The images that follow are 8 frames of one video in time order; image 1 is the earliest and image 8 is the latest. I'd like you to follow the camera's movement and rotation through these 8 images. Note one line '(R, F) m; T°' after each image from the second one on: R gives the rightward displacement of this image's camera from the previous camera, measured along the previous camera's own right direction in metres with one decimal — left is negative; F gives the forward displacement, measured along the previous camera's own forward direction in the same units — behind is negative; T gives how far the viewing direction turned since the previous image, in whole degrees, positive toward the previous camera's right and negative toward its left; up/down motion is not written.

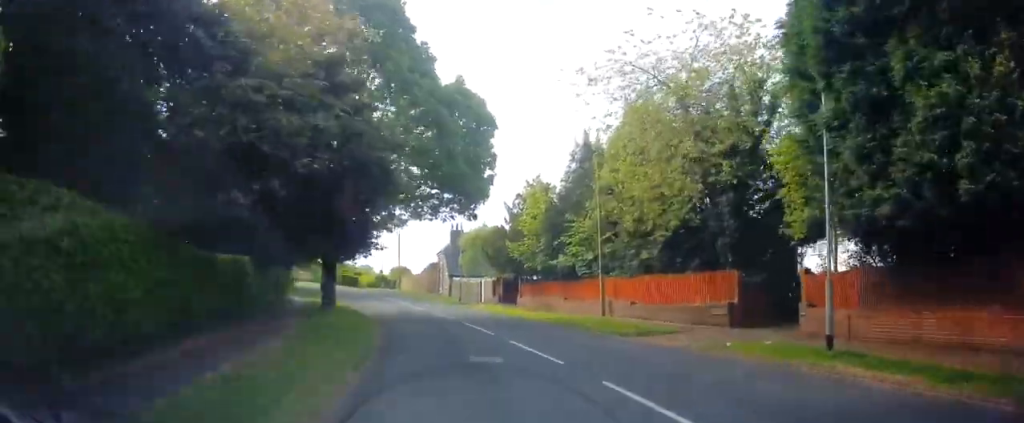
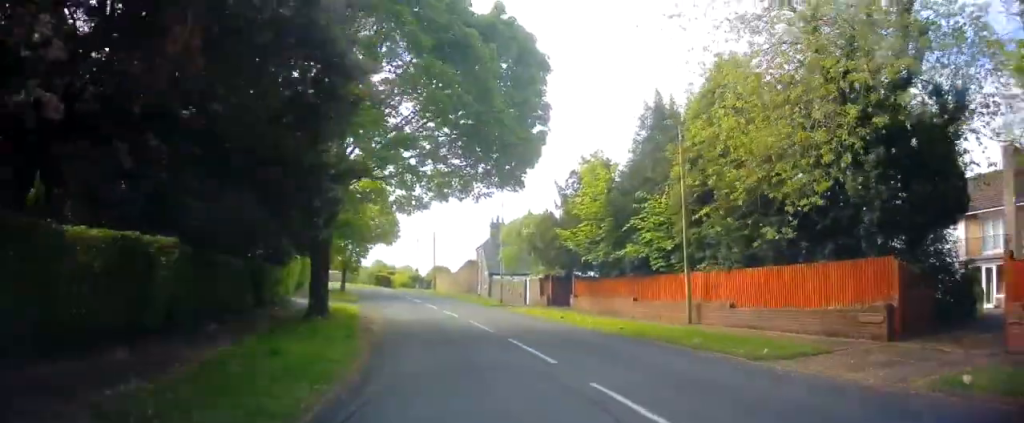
(-0.1, +6.7) m; -4°
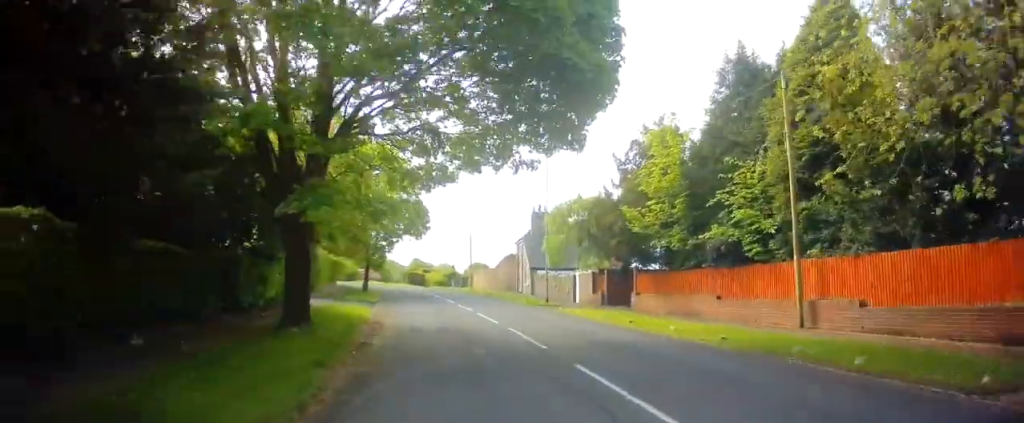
(-0.4, +5.3) m; -2°
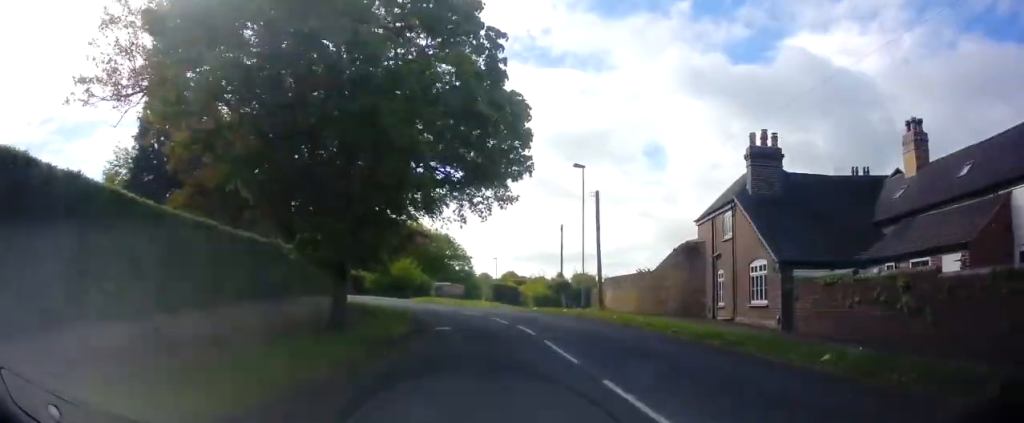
(-2.8, +26.7) m; -11°
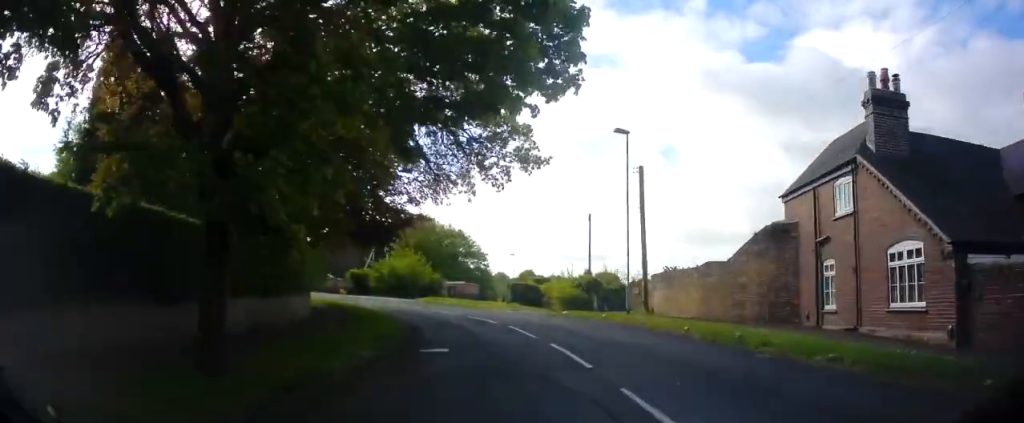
(0.0, +7.3) m; -2°
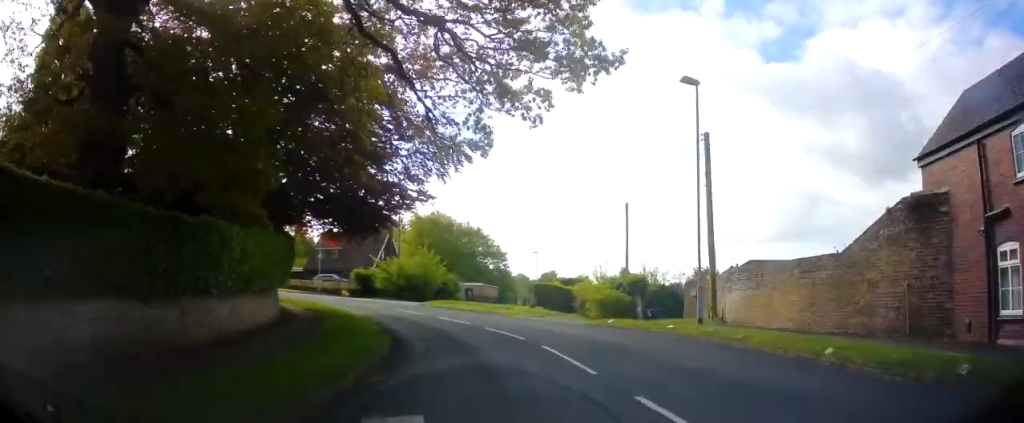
(-0.1, +6.8) m; -3°
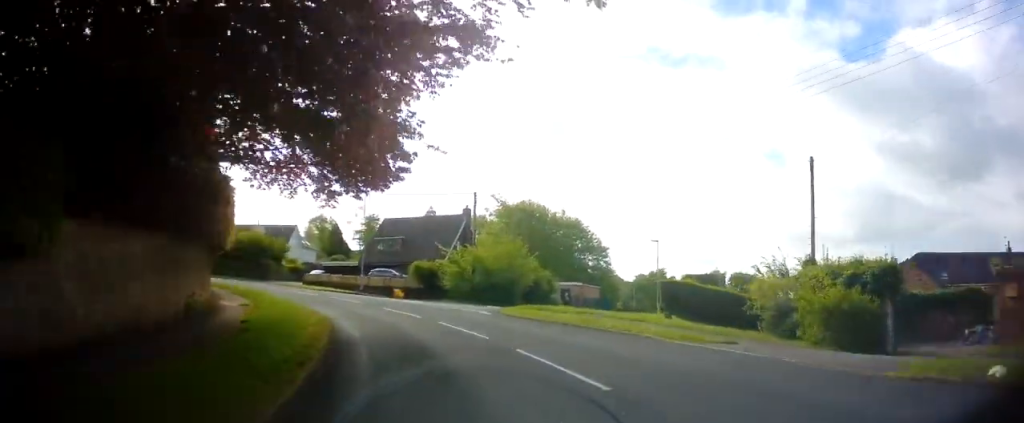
(-1.0, +15.5) m; -9°
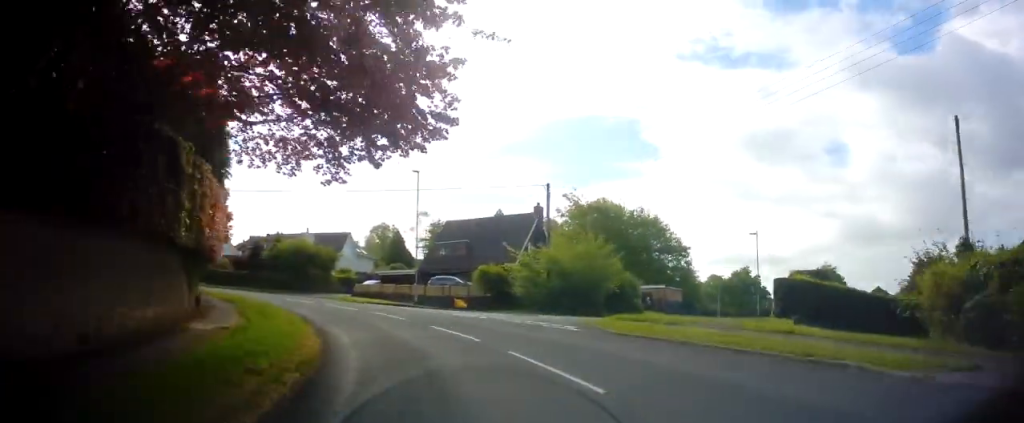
(-0.3, +6.6) m; -6°
